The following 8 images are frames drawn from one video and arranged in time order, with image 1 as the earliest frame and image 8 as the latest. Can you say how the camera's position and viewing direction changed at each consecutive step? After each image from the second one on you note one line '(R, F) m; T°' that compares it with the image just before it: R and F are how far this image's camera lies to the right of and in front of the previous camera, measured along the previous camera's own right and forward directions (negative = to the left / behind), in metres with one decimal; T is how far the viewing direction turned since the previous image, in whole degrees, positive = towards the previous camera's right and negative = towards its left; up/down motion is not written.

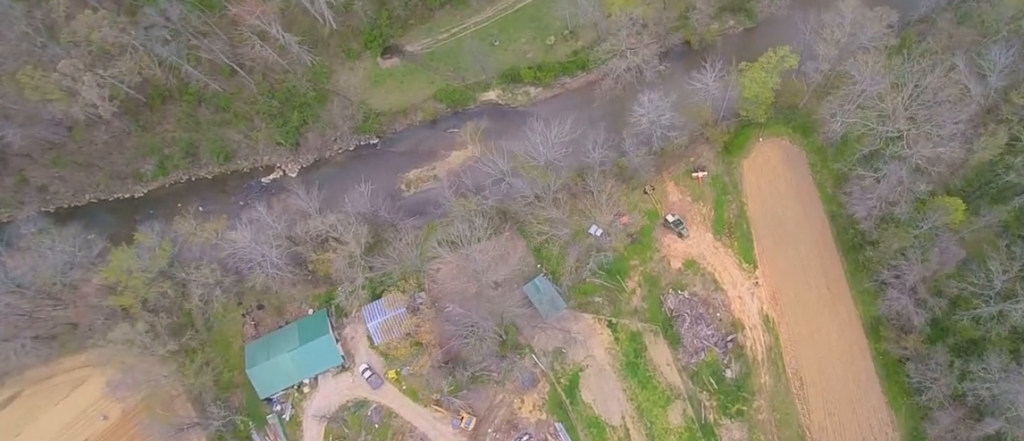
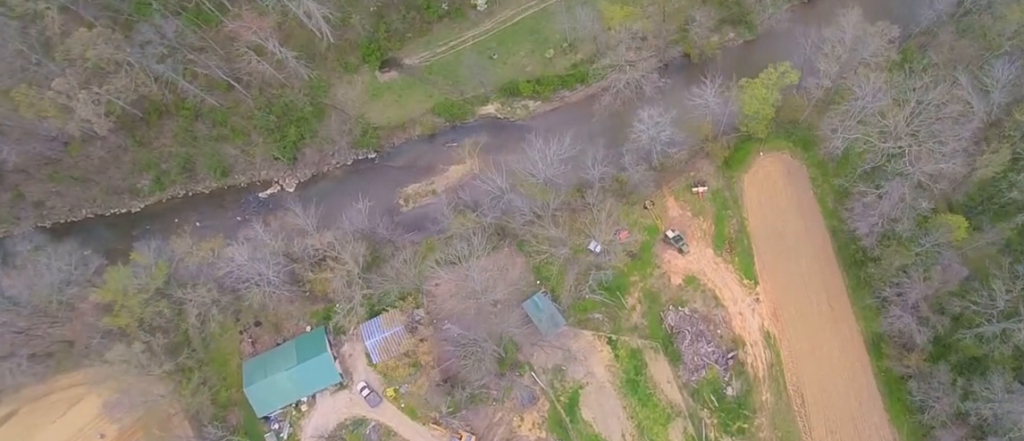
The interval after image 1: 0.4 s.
(0.0, +3.5) m; 0°
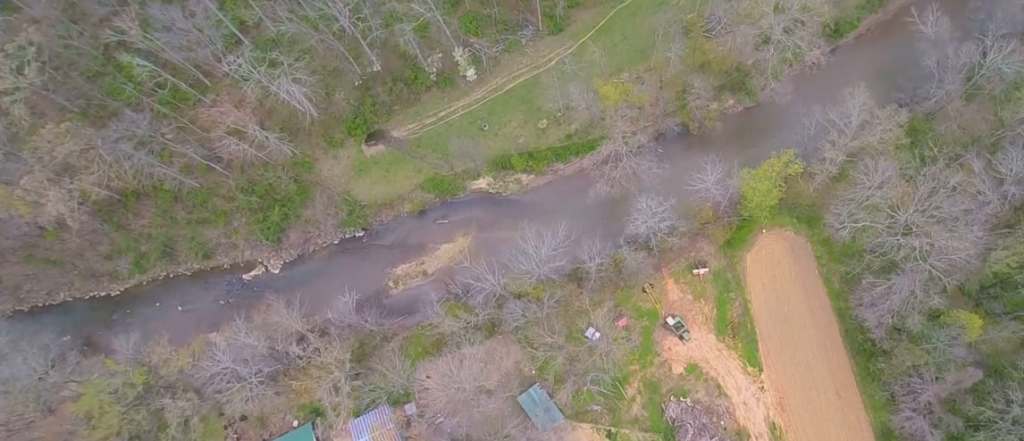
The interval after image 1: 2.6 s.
(-0.2, +17.3) m; -2°
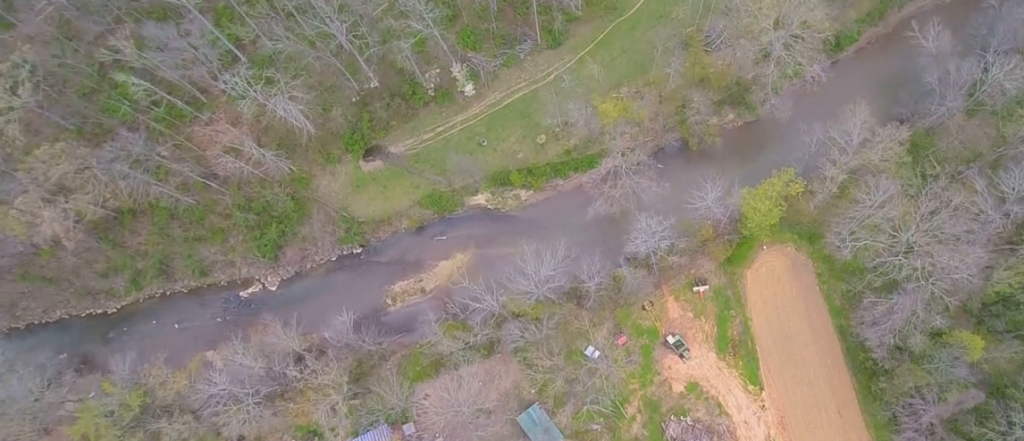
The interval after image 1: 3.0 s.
(0.0, +3.4) m; 0°
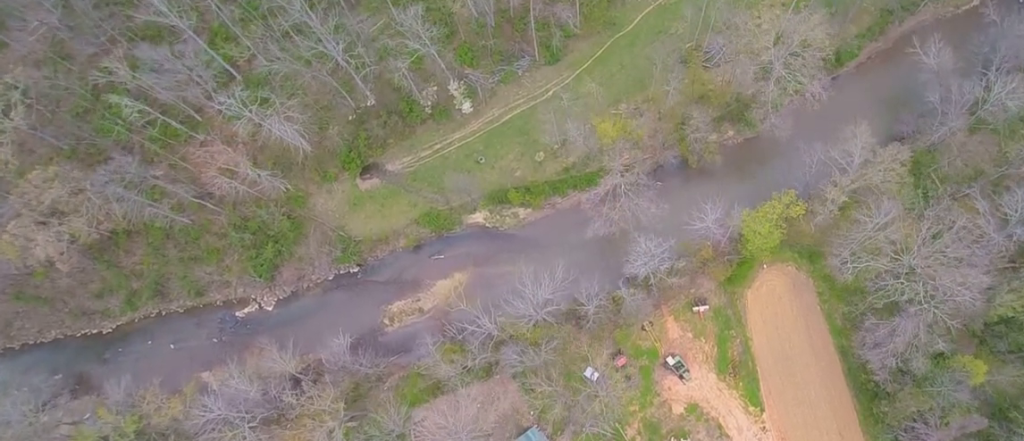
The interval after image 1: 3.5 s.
(-0.1, +4.1) m; 0°
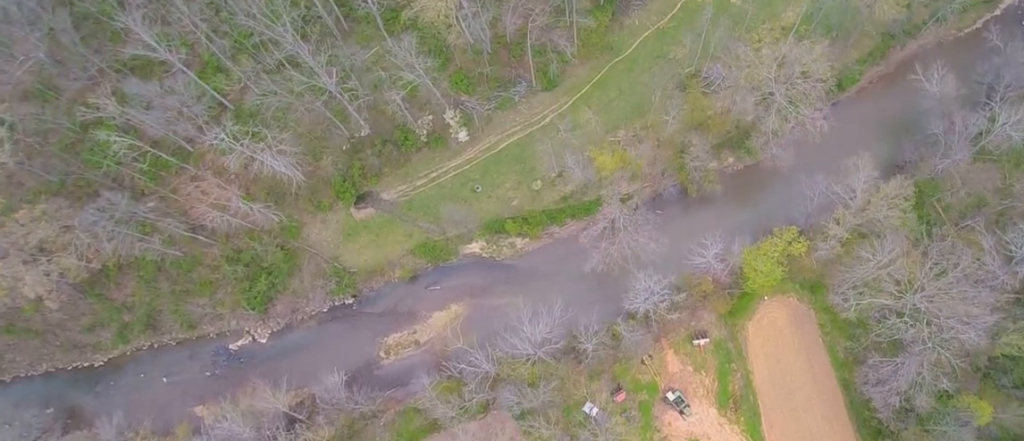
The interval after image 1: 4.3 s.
(0.0, +6.3) m; 0°
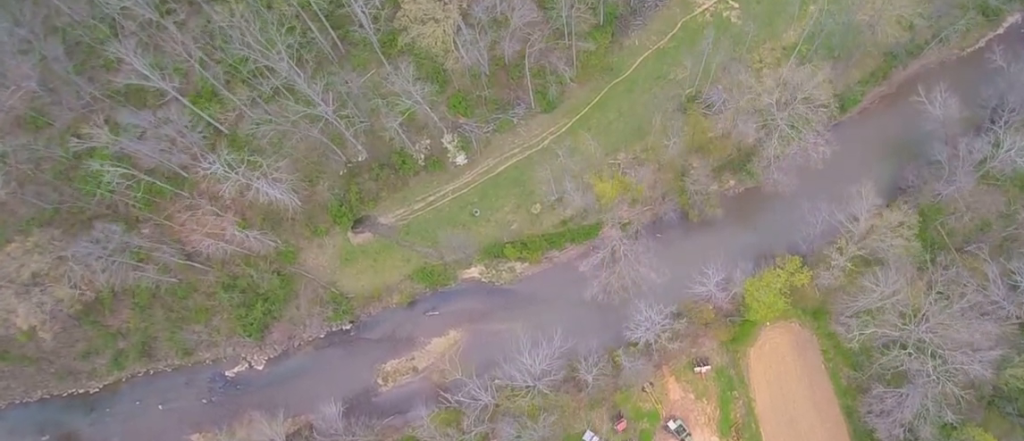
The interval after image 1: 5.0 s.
(0.0, +5.4) m; 0°
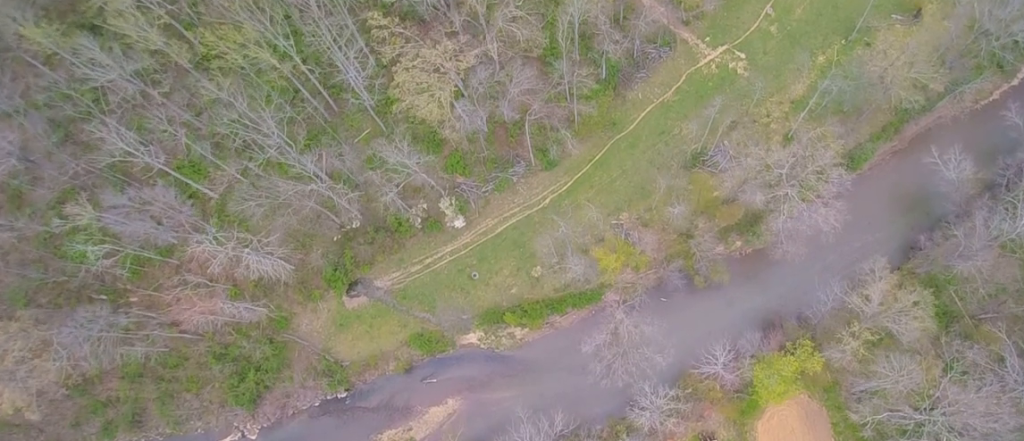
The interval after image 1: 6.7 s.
(0.0, +15.2) m; +1°
